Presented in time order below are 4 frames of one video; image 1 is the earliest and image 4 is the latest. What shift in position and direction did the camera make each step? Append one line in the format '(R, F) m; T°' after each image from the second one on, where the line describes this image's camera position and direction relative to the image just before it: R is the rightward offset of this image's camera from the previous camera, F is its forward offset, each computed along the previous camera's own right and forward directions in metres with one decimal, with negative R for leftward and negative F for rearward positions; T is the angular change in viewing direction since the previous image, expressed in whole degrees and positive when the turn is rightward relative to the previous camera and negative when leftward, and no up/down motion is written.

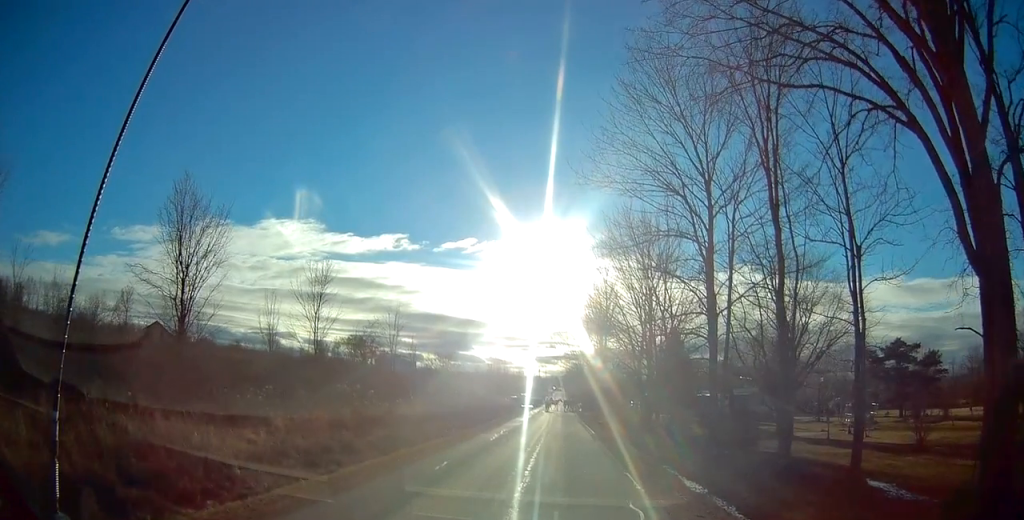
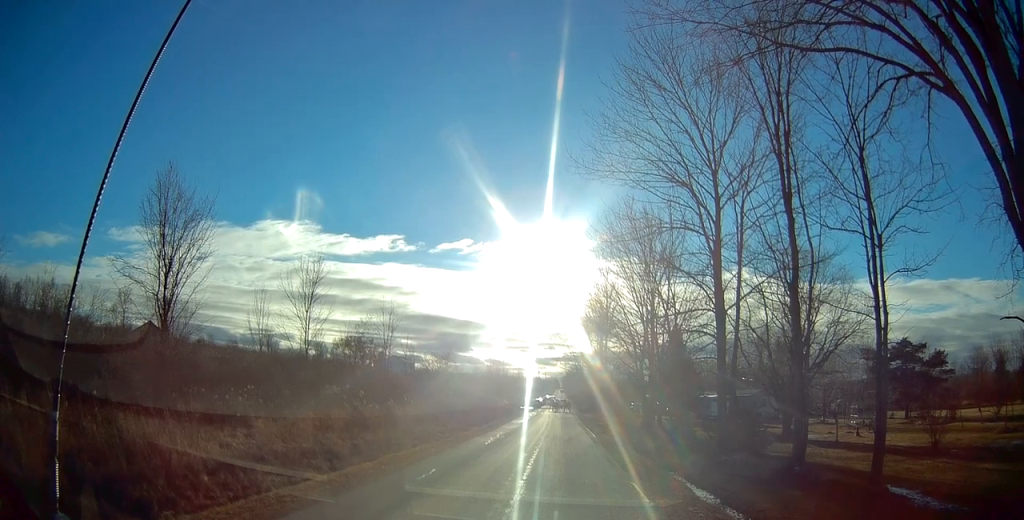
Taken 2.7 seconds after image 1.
(+0.8, +1.3) m; 0°
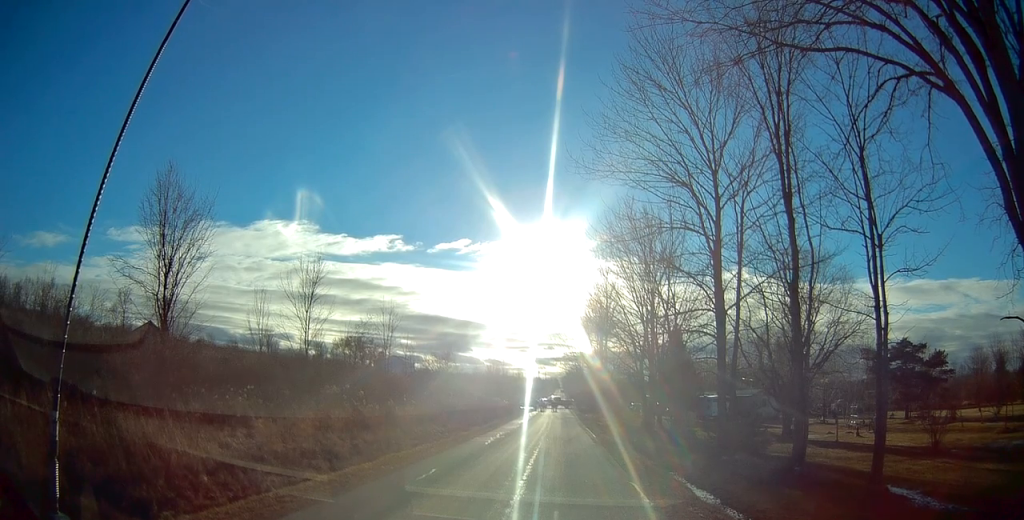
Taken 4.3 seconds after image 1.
(0.0, 0.0) m; 0°
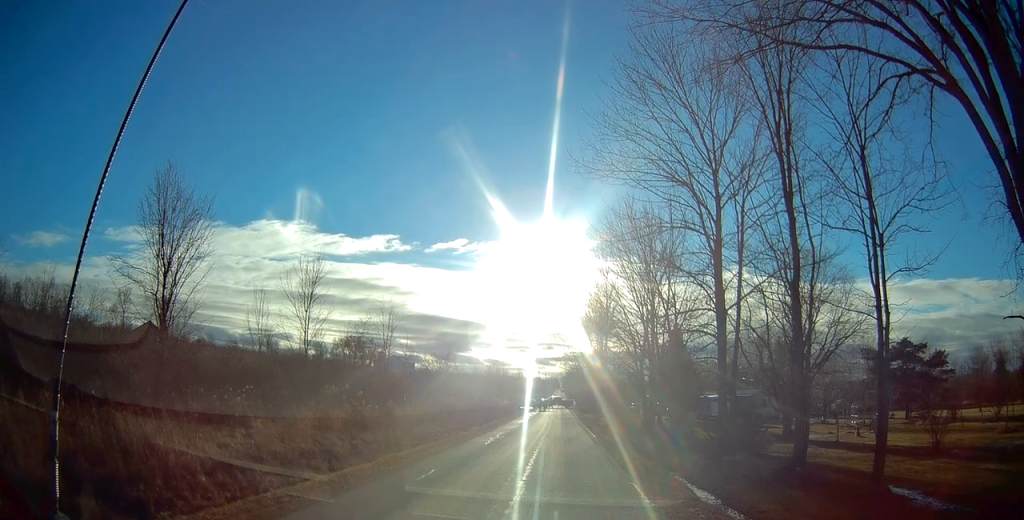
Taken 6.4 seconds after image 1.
(-0.2, +0.3) m; 0°
